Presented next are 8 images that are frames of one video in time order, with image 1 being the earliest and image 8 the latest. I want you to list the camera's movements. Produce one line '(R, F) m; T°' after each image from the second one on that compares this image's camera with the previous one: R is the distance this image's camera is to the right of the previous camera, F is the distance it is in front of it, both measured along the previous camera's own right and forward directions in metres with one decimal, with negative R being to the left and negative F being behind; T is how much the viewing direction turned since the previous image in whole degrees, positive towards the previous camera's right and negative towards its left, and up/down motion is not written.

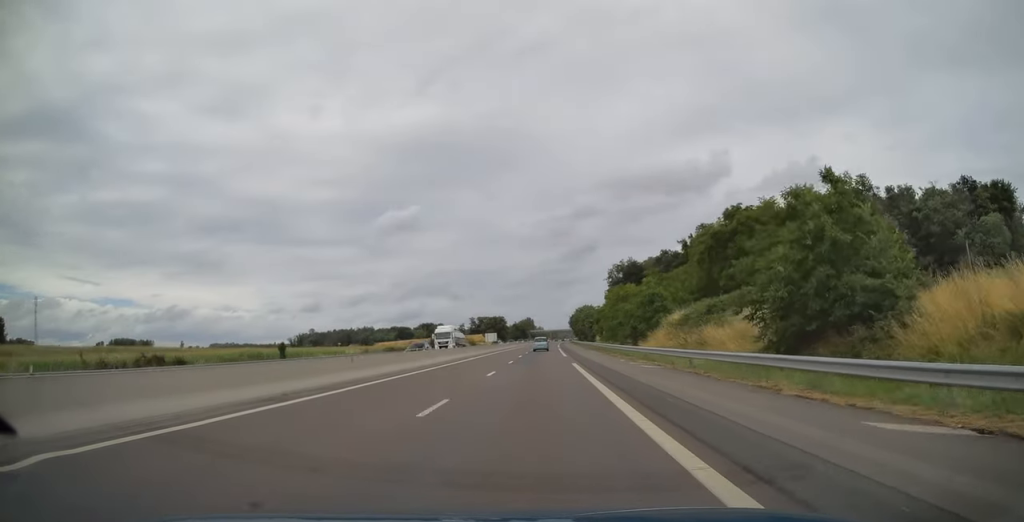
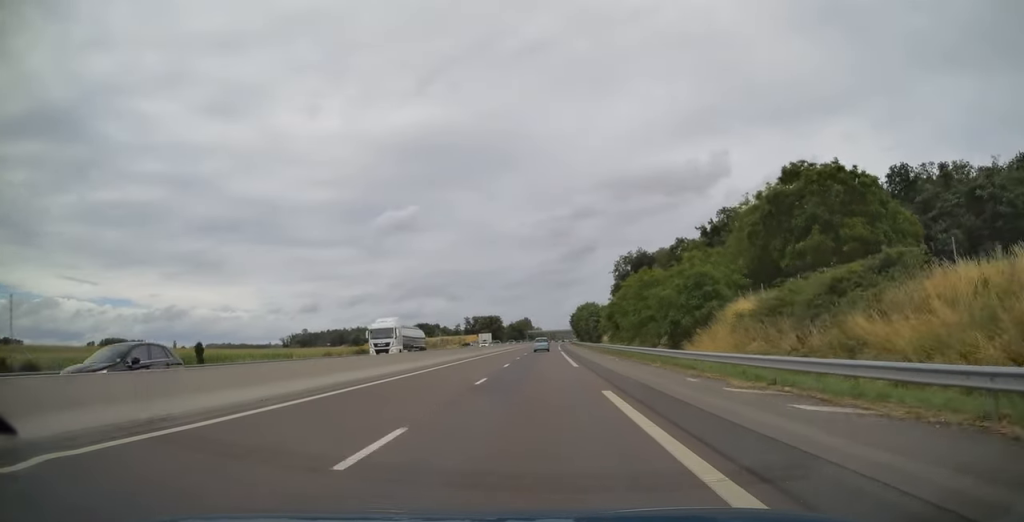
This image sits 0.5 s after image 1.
(0.0, +17.1) m; 0°
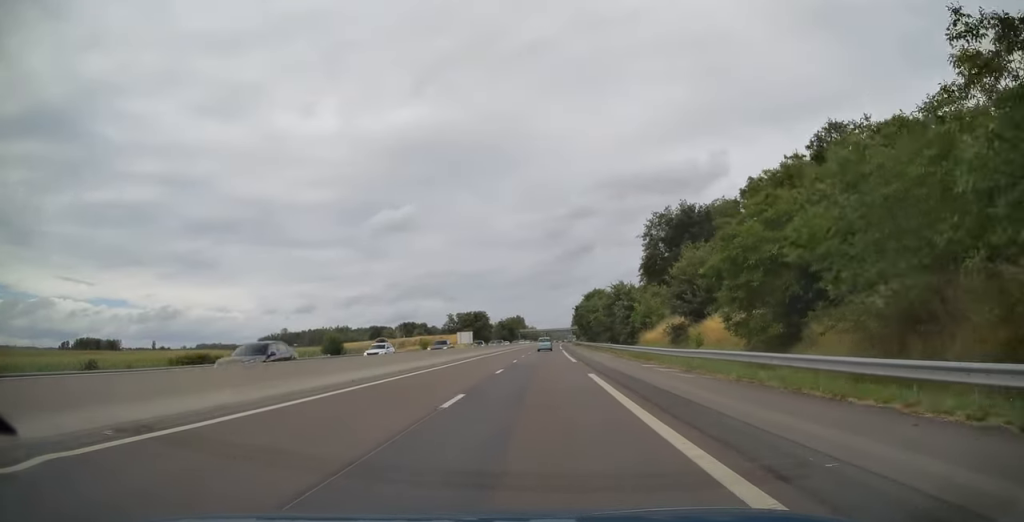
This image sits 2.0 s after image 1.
(+0.4, +45.9) m; +1°
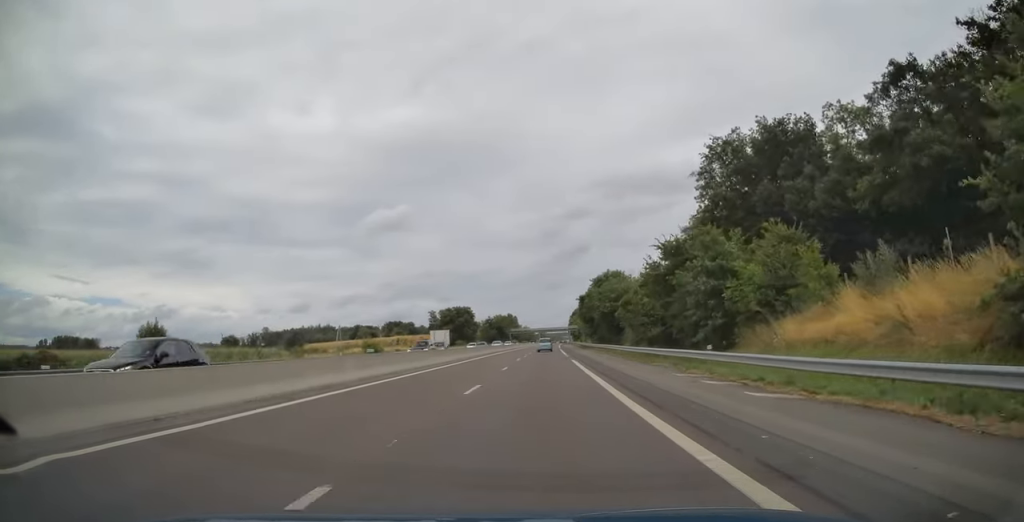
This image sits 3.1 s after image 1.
(+0.1, +35.2) m; 0°
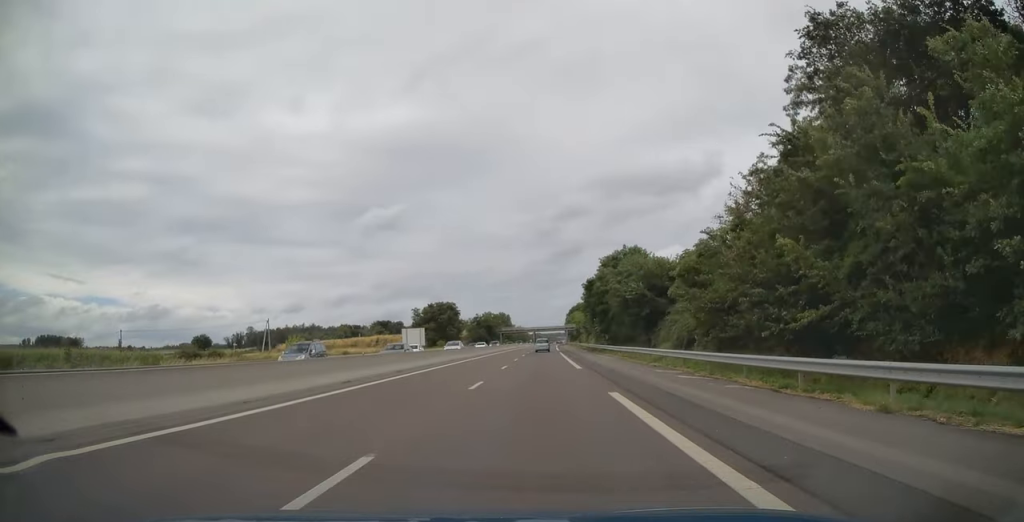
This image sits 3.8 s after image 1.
(0.0, +24.1) m; 0°
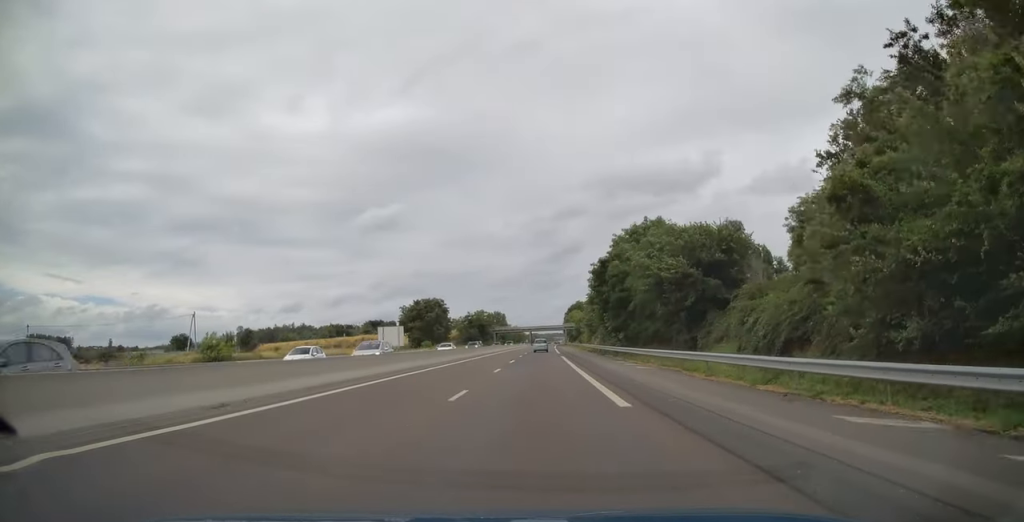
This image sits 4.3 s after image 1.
(+0.2, +16.0) m; 0°
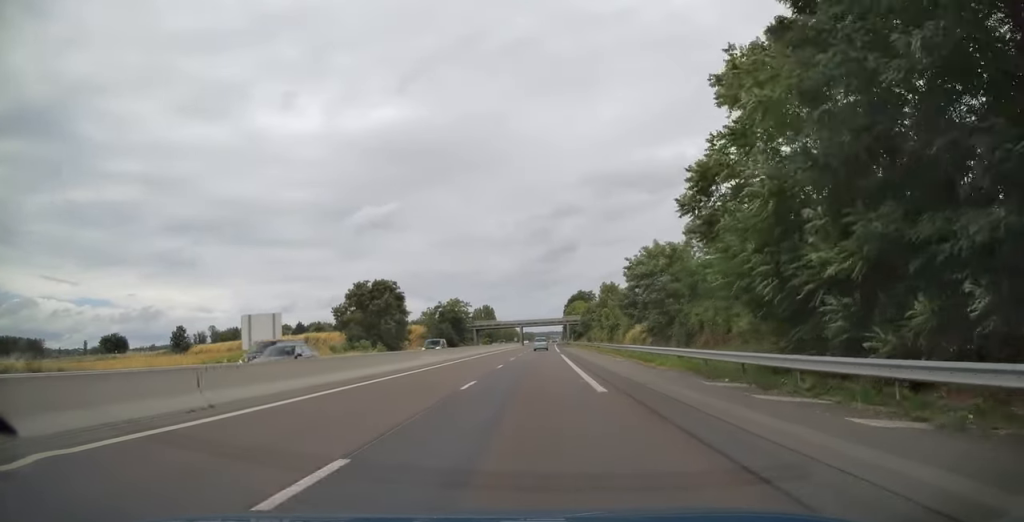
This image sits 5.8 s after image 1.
(0.0, +48.7) m; +1°
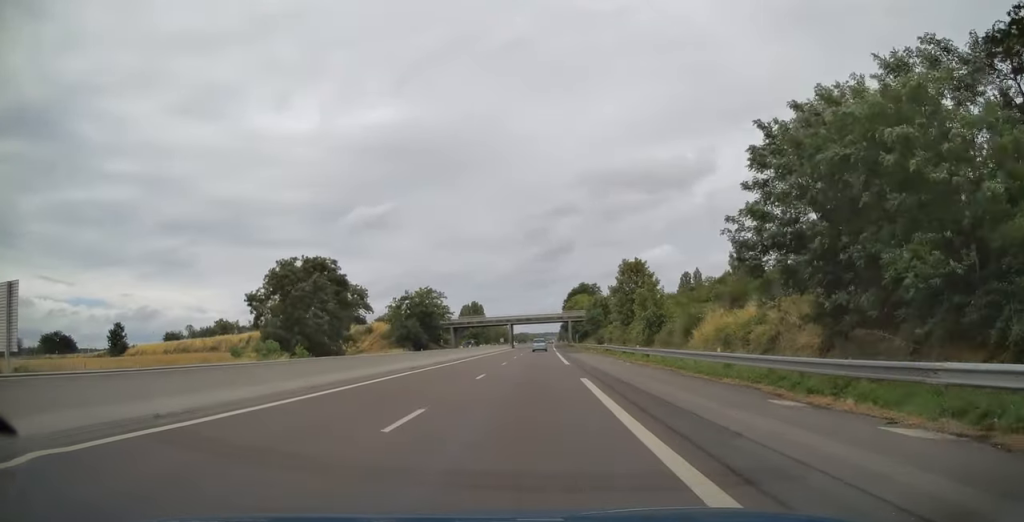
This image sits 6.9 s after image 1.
(+0.4, +33.2) m; +1°
